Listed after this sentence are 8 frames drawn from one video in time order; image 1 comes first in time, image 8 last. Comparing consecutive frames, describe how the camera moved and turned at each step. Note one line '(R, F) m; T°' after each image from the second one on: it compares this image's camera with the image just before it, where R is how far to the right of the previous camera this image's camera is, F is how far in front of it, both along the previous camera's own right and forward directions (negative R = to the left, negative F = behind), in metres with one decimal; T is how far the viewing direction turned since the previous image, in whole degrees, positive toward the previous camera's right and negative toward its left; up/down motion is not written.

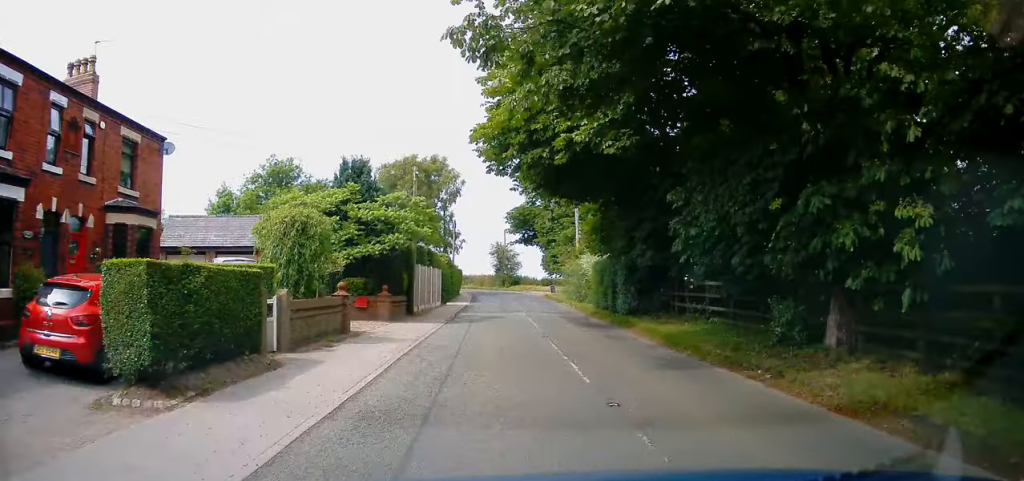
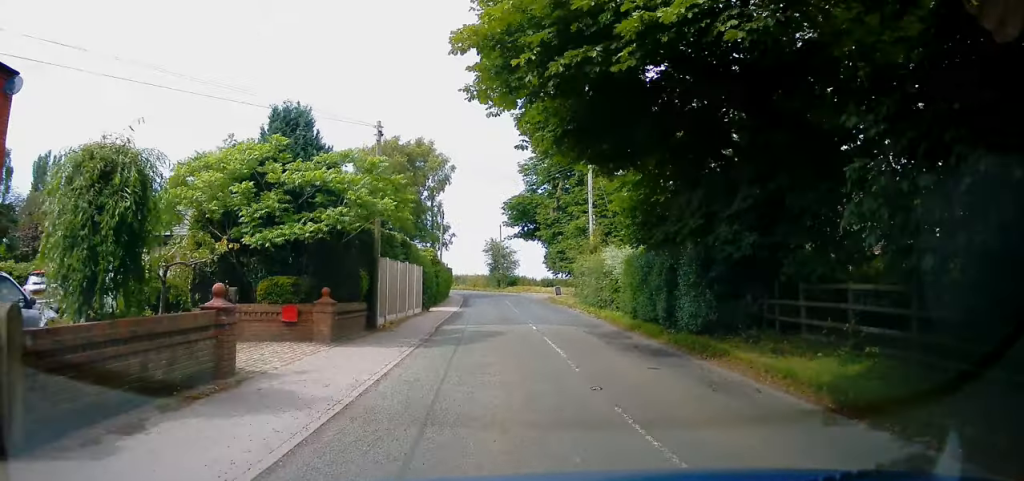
(+0.1, +7.4) m; +1°
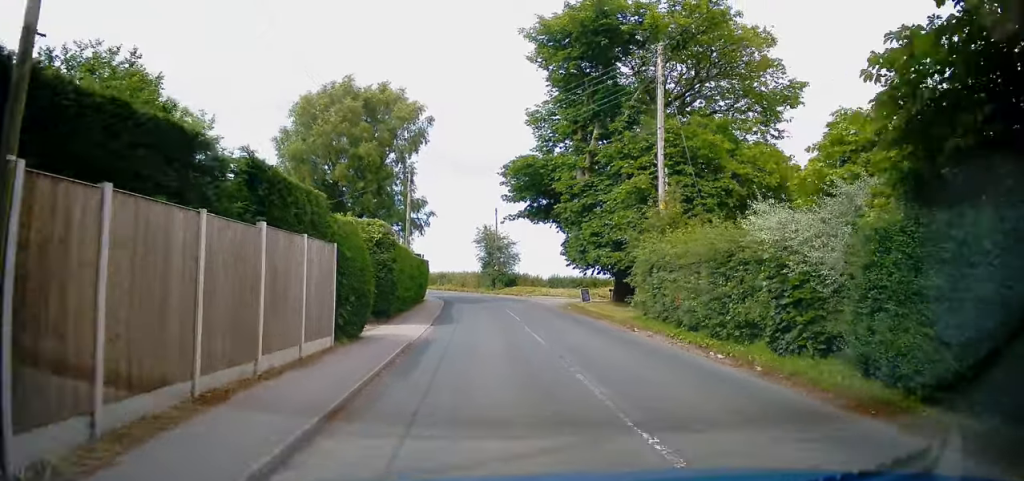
(+0.4, +15.0) m; +2°
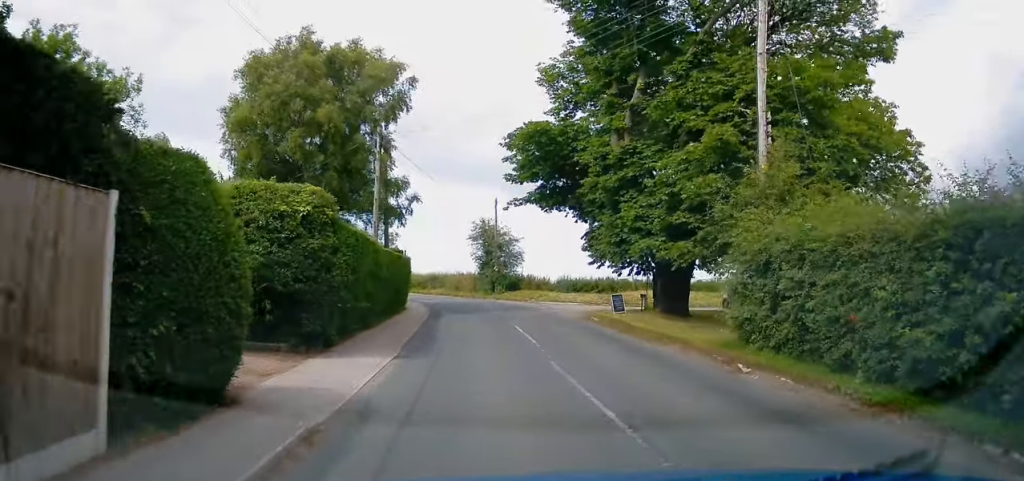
(+0.2, +7.9) m; 0°
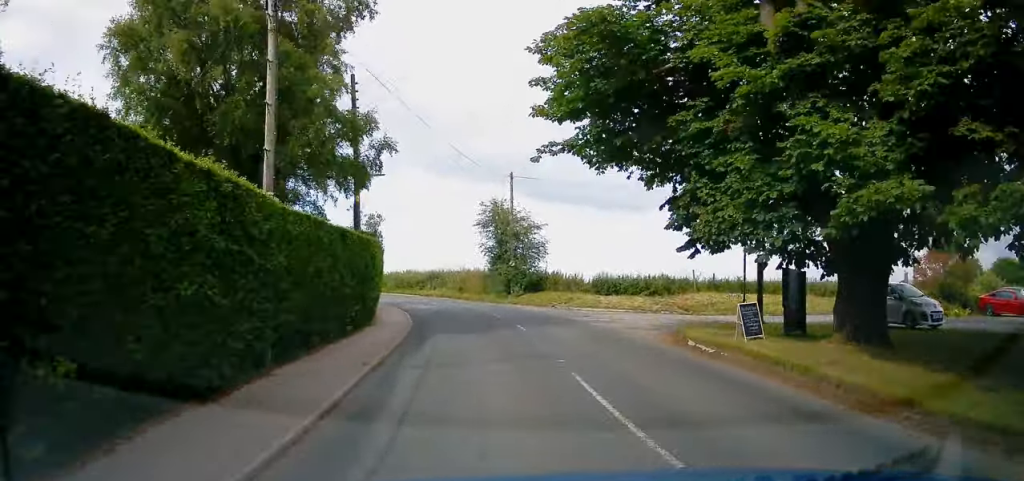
(-0.3, +10.7) m; -3°
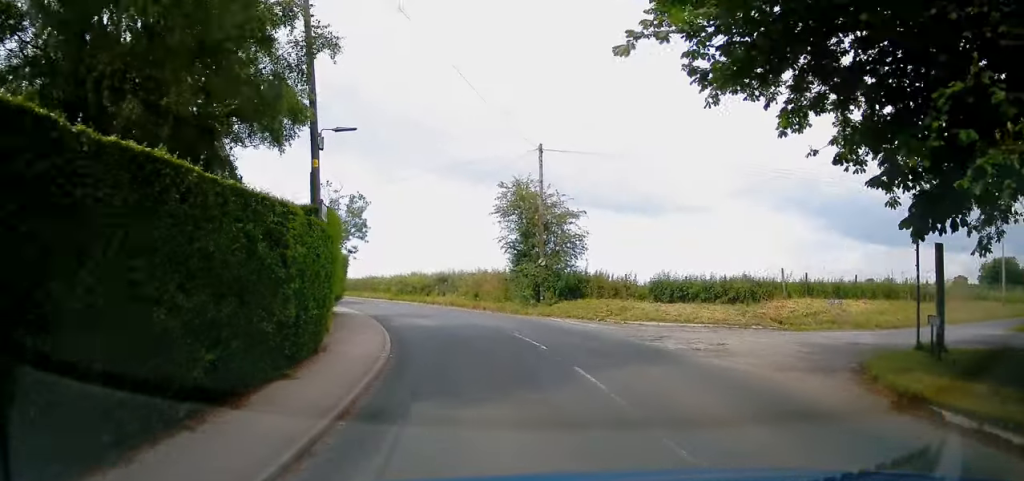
(-0.2, +8.3) m; -2°
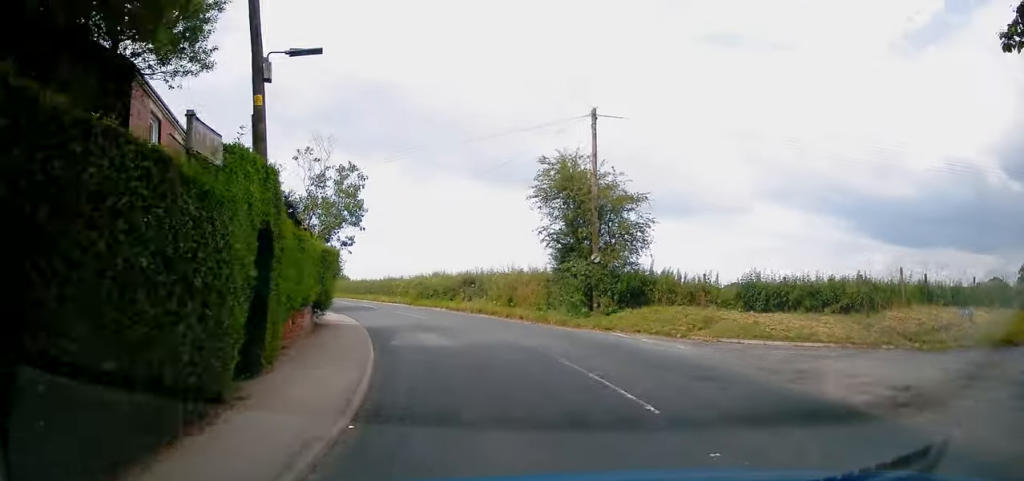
(0.0, +6.3) m; -2°
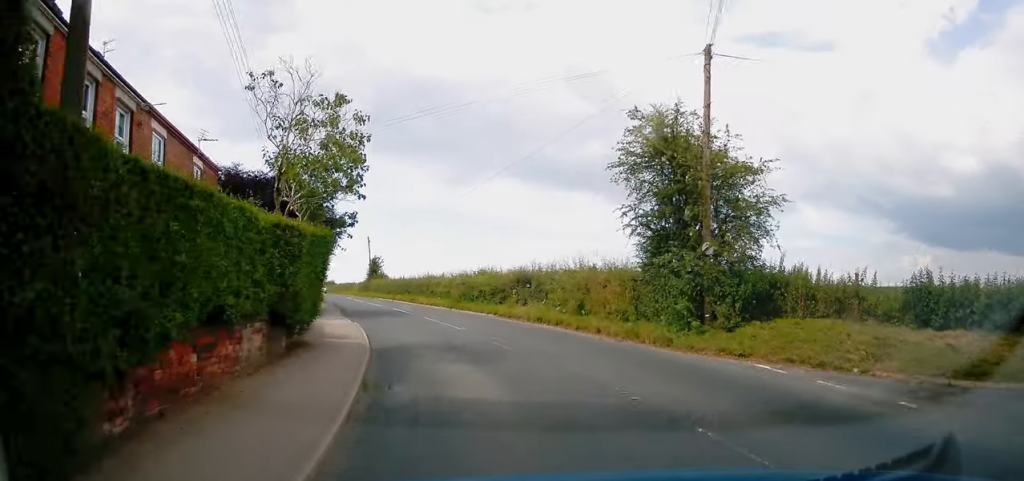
(-0.2, +6.1) m; -3°
